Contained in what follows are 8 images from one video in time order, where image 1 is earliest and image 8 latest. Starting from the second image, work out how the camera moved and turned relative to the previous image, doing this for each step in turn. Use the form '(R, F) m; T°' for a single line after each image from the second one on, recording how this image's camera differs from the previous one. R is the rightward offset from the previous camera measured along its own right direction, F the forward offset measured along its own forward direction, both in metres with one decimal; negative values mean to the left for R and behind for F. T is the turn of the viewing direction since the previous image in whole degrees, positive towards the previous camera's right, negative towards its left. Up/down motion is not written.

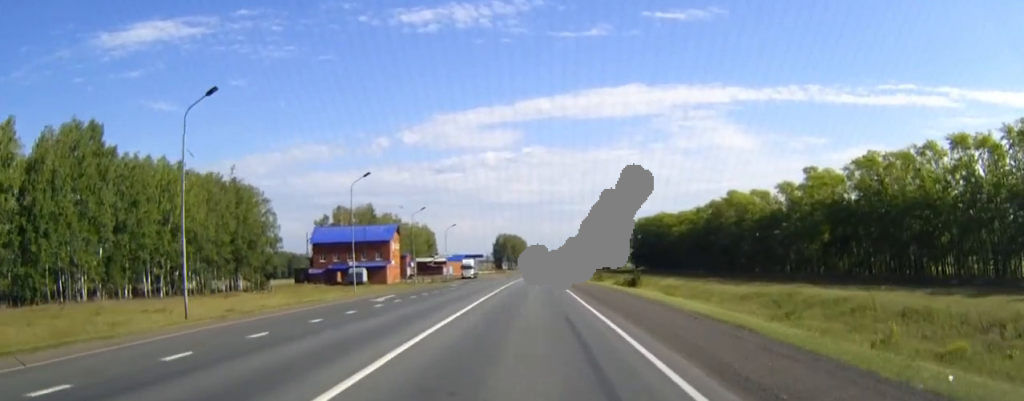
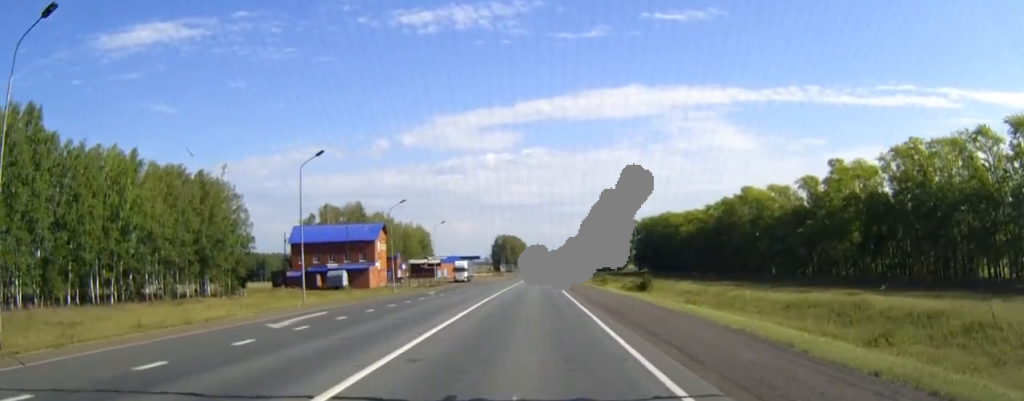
(0.0, +13.0) m; 0°
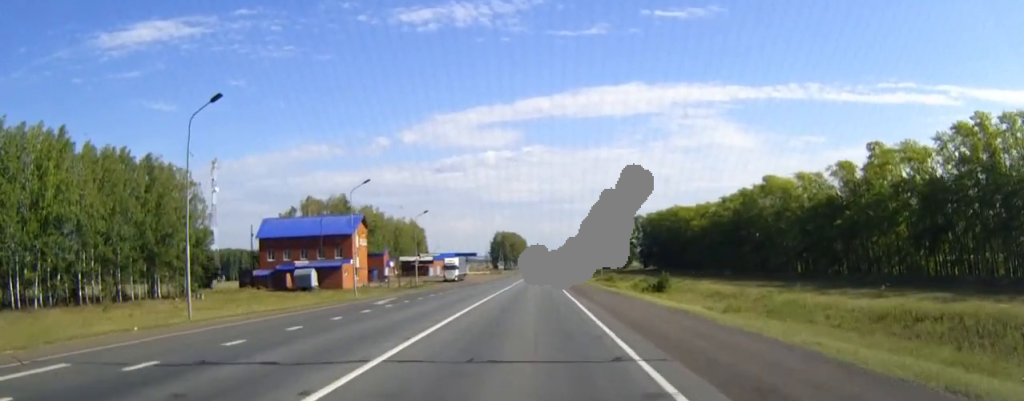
(0.0, +16.3) m; 0°
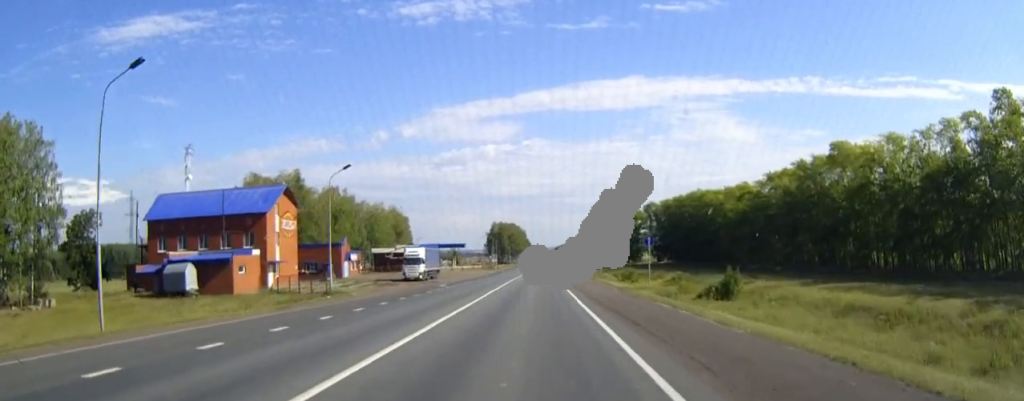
(-0.1, +36.9) m; 0°
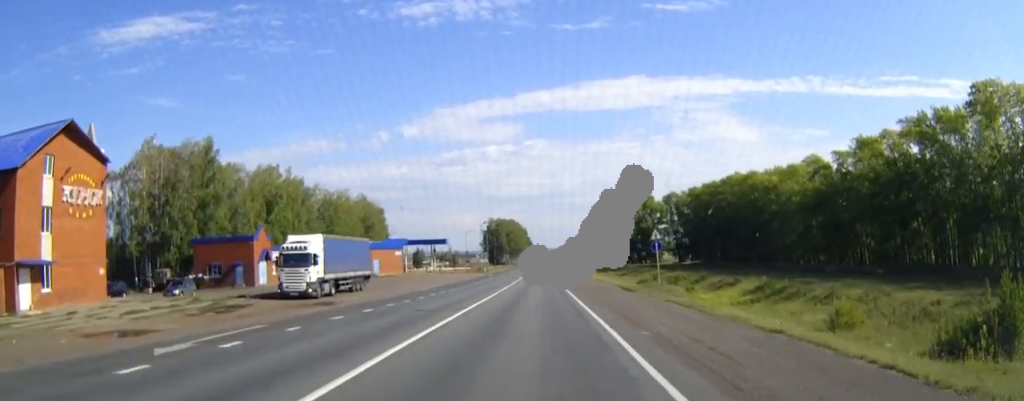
(-0.1, +43.3) m; 0°
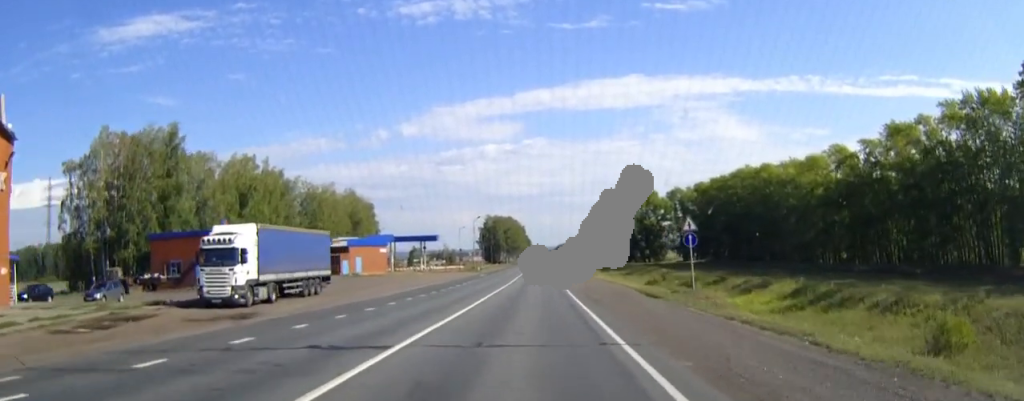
(0.0, +11.3) m; 0°
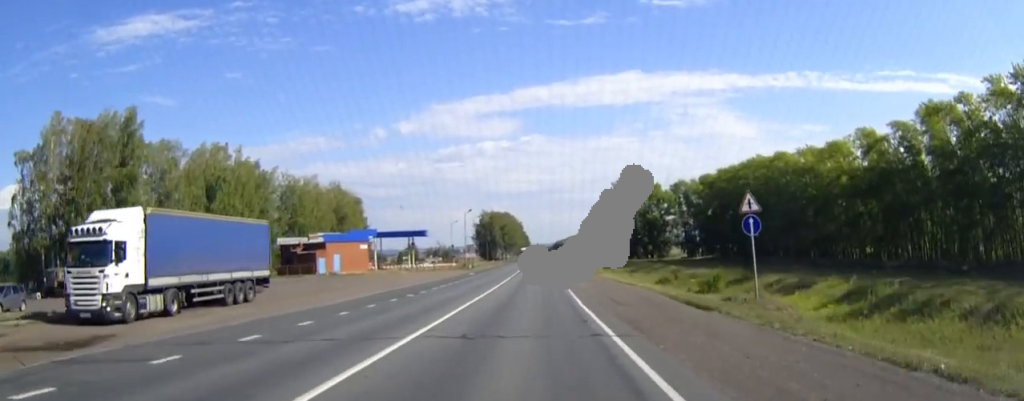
(0.0, +11.3) m; 0°
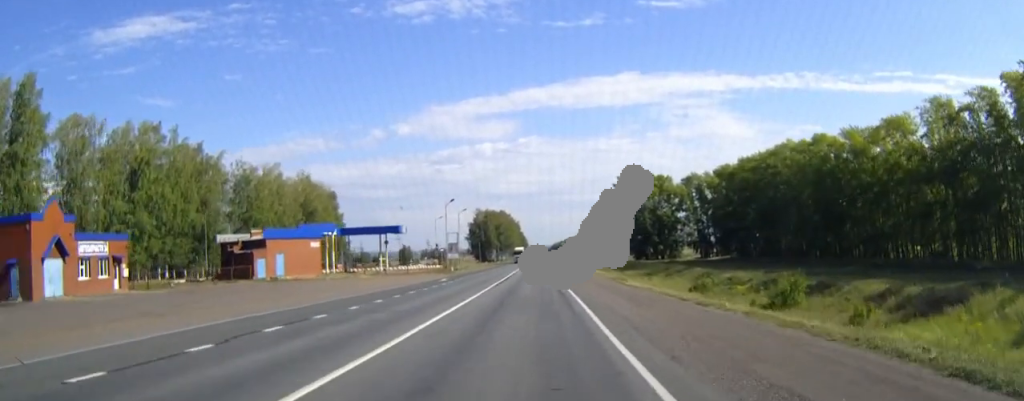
(0.0, +22.5) m; 0°
